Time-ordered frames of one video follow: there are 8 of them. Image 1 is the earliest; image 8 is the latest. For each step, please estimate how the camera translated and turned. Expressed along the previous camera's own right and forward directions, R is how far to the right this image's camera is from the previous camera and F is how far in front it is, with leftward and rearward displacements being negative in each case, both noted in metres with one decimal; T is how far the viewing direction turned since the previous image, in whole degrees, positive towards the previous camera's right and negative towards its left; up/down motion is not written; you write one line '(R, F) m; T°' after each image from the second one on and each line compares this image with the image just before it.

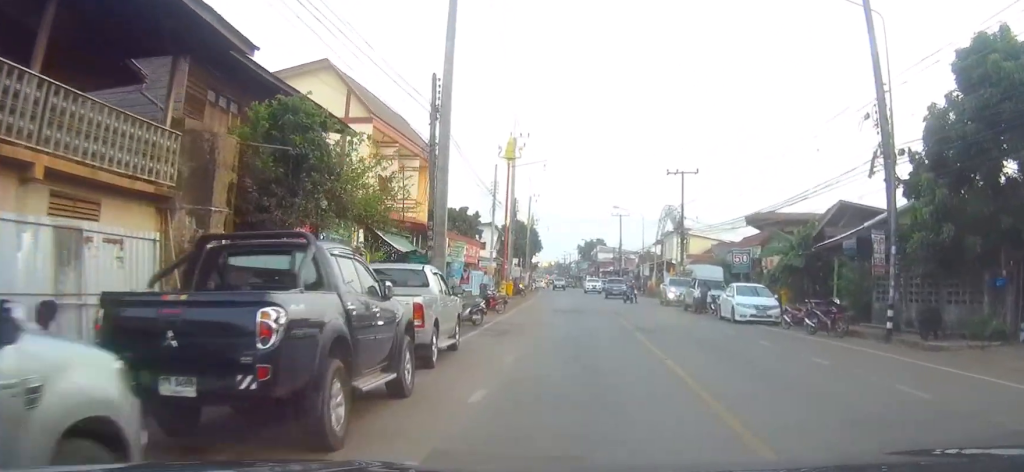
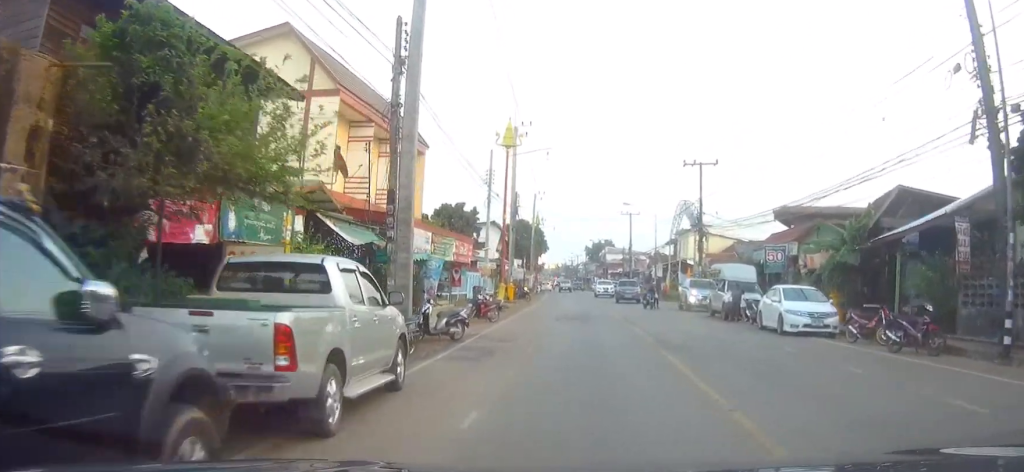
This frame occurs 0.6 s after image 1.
(+0.1, +5.4) m; -1°
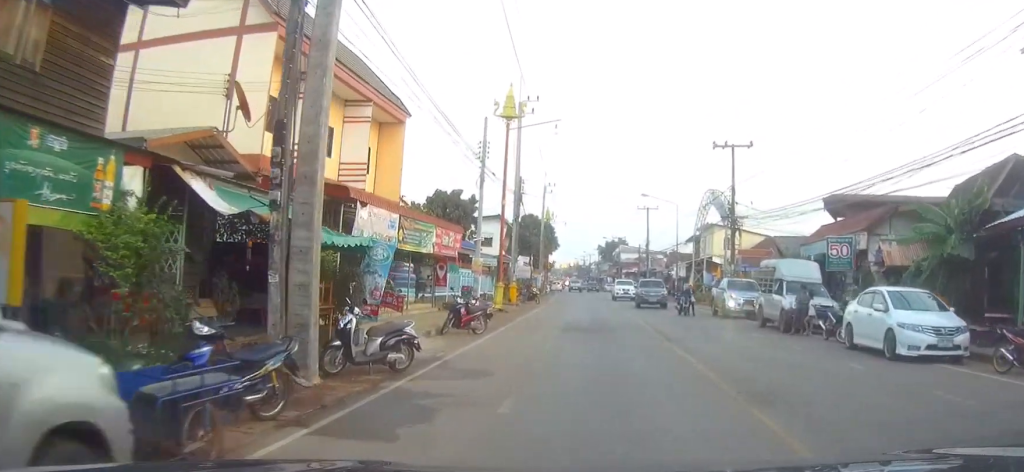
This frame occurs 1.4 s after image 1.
(-0.2, +7.2) m; -1°
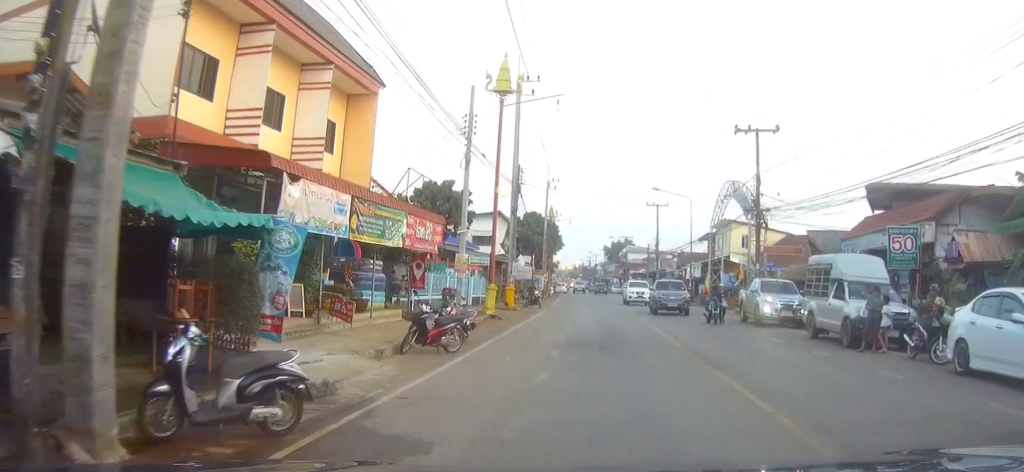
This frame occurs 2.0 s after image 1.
(+0.1, +5.4) m; 0°
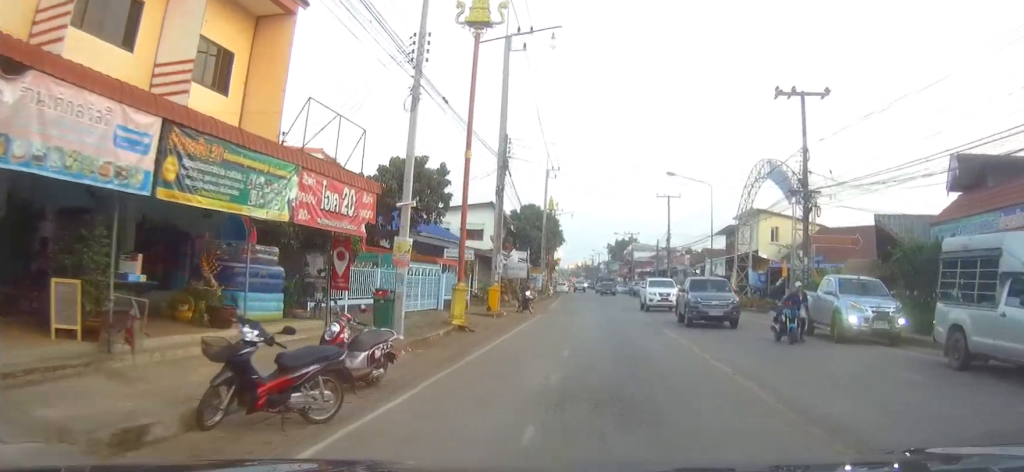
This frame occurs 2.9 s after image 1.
(0.0, +8.4) m; +1°
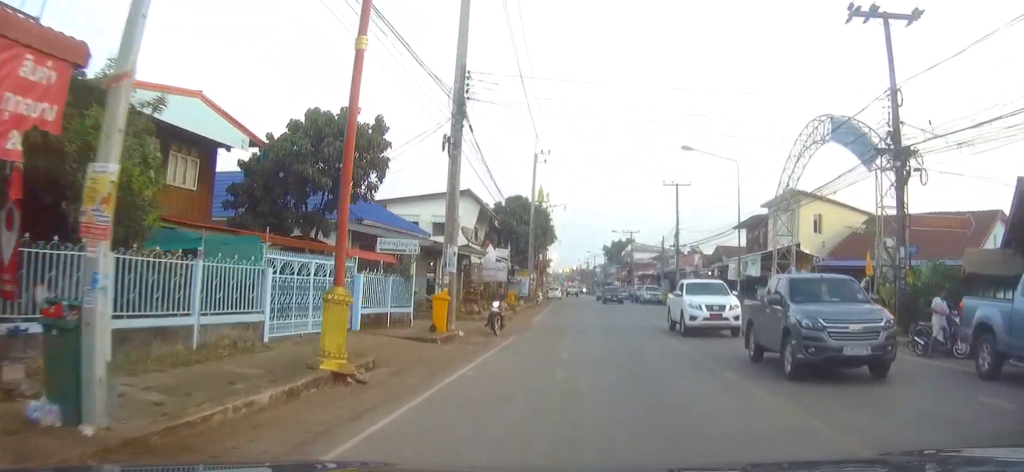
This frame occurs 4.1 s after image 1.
(+0.2, +10.7) m; +2°
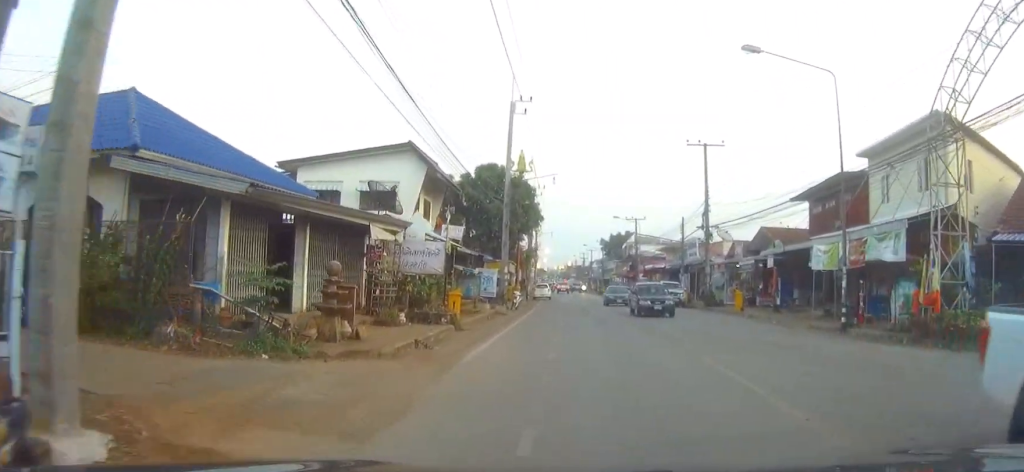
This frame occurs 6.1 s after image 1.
(-0.1, +17.8) m; +1°
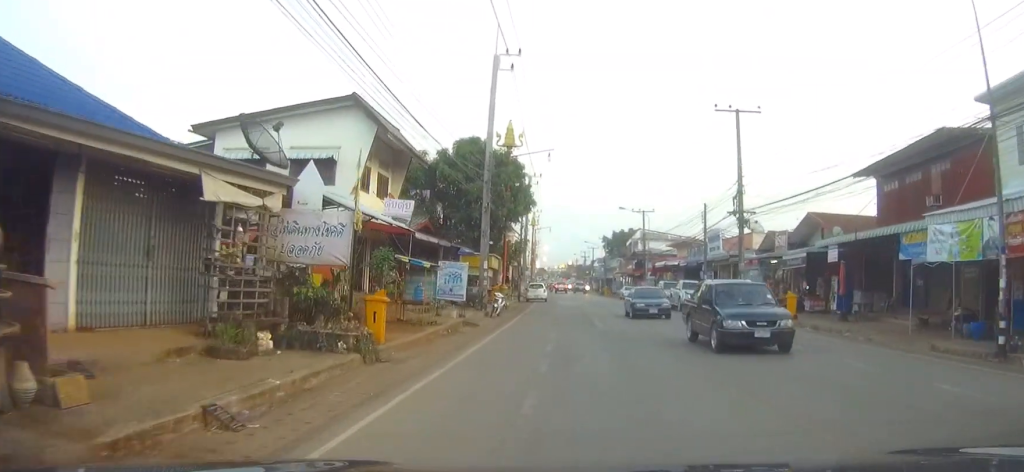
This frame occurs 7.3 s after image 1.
(+0.2, +10.1) m; 0°
